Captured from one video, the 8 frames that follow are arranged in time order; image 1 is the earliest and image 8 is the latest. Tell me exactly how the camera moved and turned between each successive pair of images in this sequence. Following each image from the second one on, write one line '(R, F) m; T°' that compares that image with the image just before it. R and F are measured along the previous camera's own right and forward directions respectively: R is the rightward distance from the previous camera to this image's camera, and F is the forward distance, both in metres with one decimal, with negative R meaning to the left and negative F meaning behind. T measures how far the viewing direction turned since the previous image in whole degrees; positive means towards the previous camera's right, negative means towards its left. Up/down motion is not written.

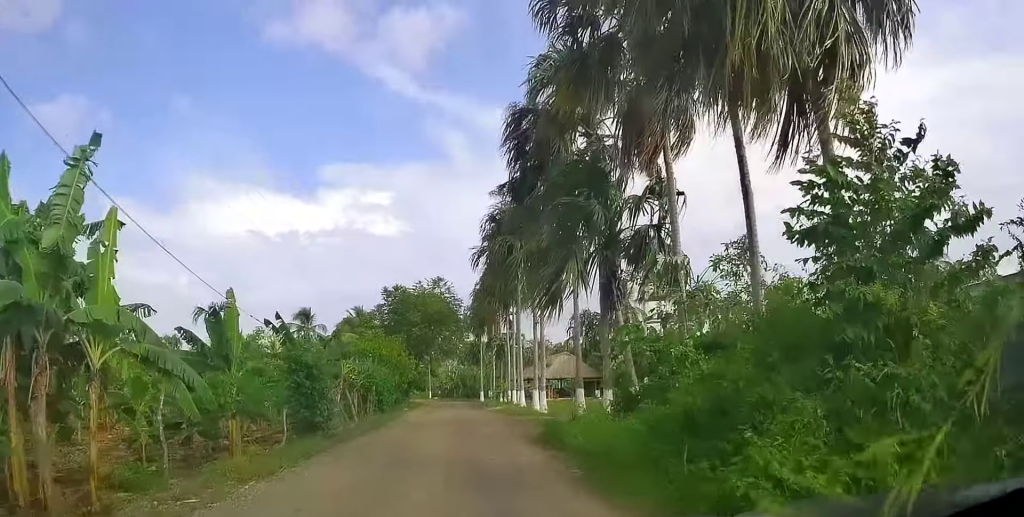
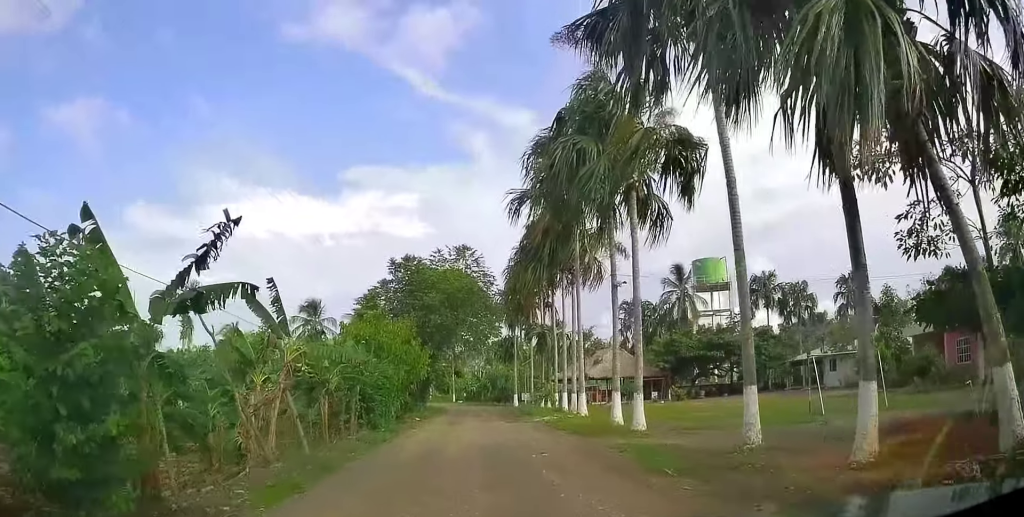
(+0.1, +12.5) m; -5°
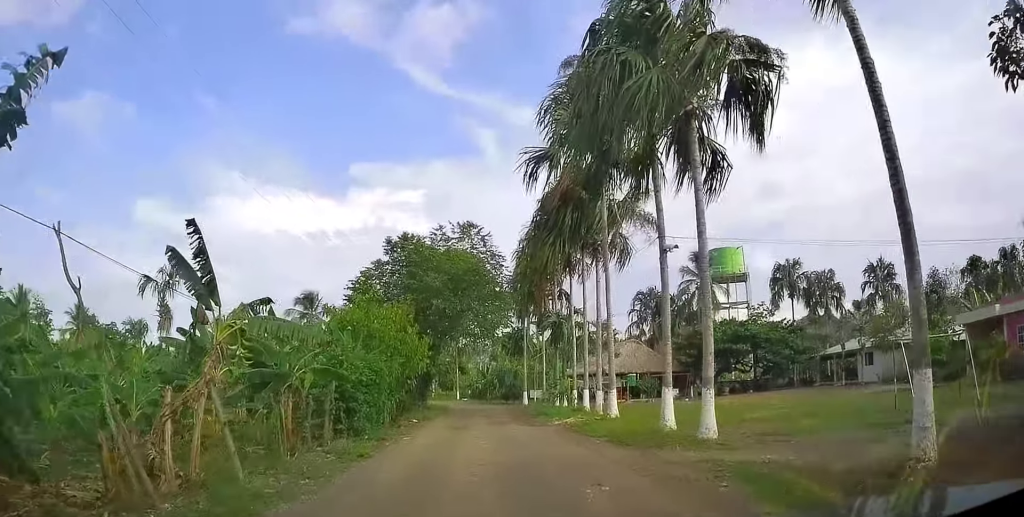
(-0.2, +4.8) m; -3°
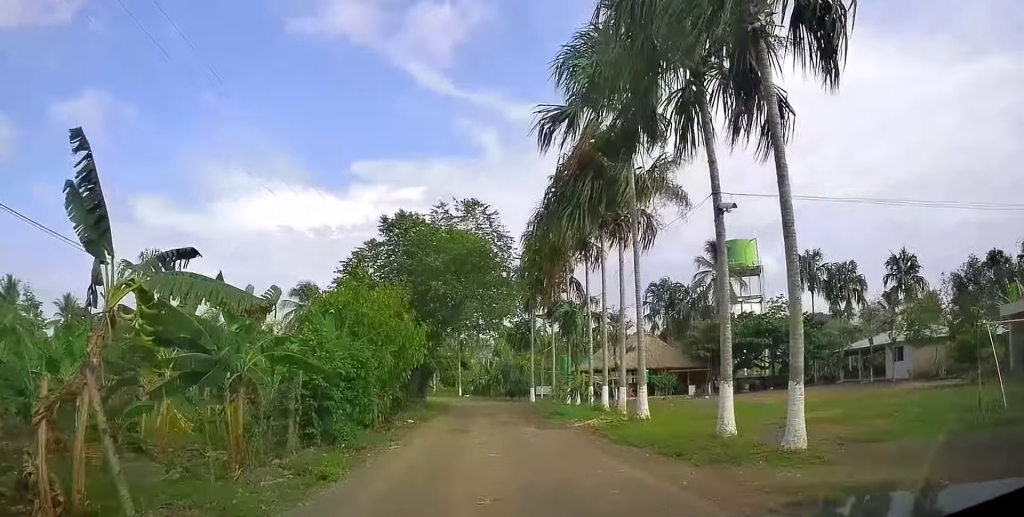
(-0.1, +3.6) m; -1°
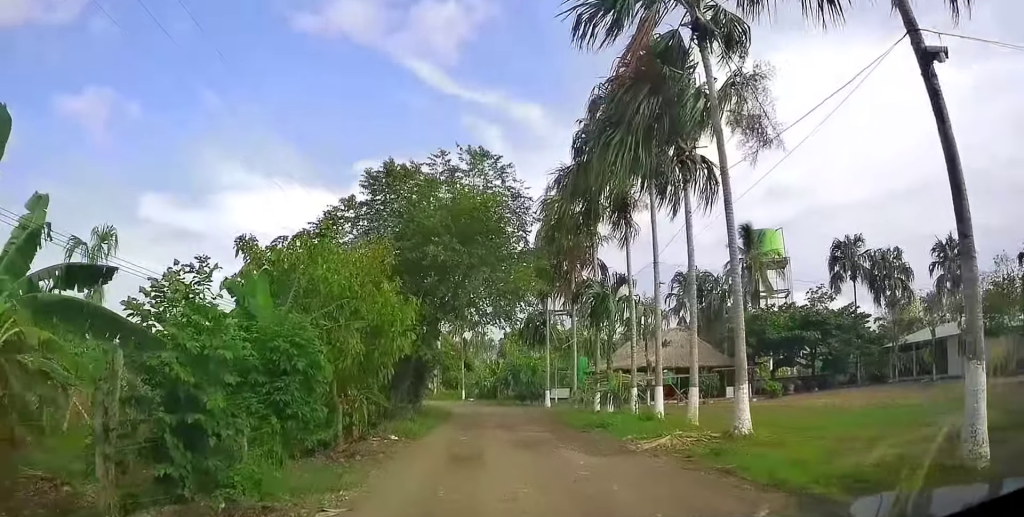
(0.0, +7.1) m; +2°
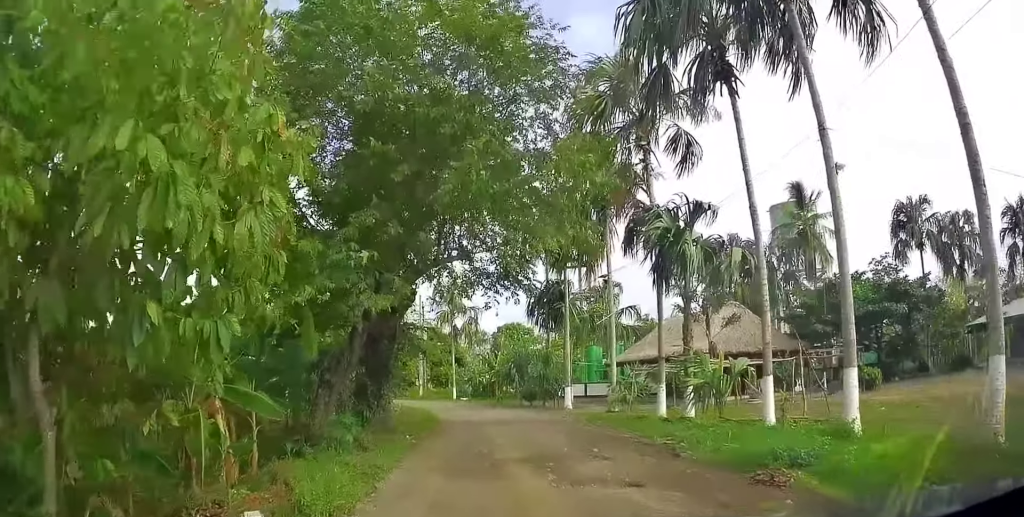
(+0.5, +11.1) m; +3°
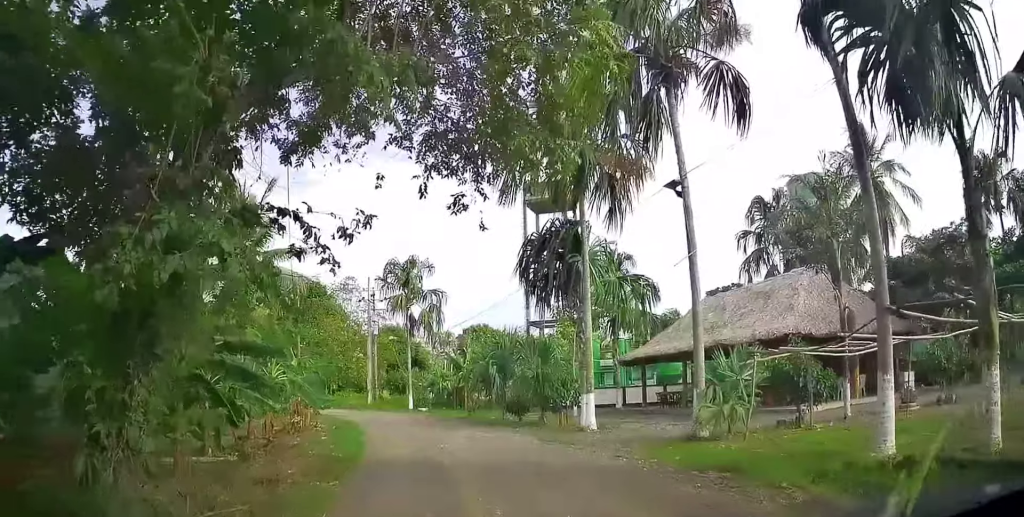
(-0.4, +12.2) m; -2°
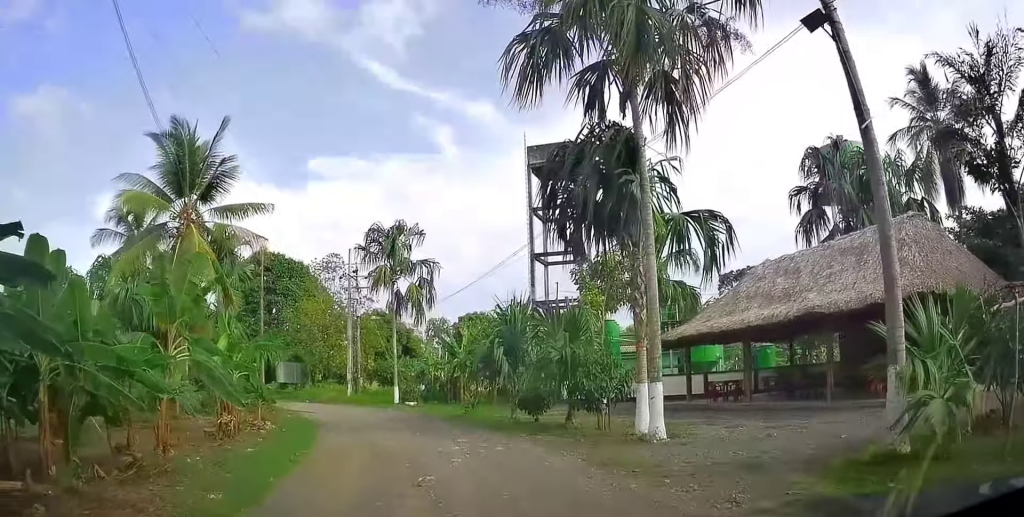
(+0.1, +6.6) m; +1°
